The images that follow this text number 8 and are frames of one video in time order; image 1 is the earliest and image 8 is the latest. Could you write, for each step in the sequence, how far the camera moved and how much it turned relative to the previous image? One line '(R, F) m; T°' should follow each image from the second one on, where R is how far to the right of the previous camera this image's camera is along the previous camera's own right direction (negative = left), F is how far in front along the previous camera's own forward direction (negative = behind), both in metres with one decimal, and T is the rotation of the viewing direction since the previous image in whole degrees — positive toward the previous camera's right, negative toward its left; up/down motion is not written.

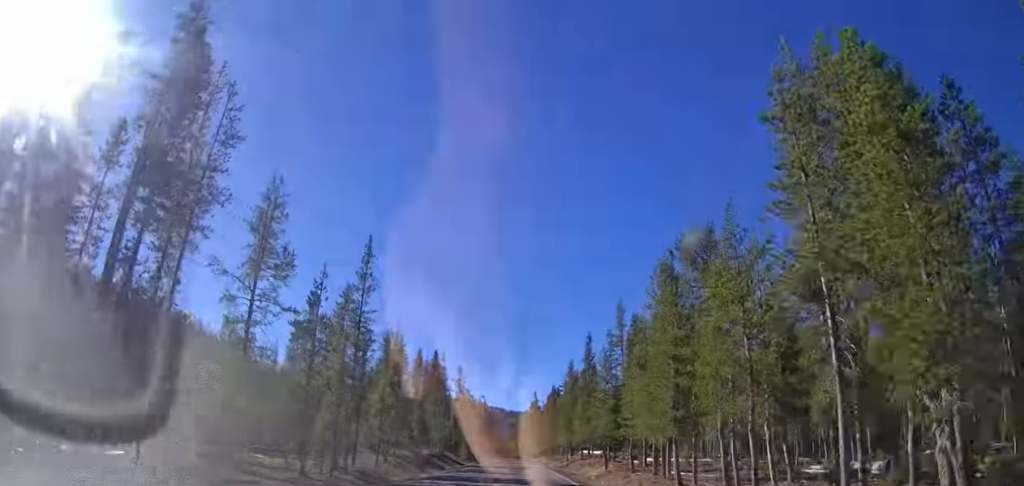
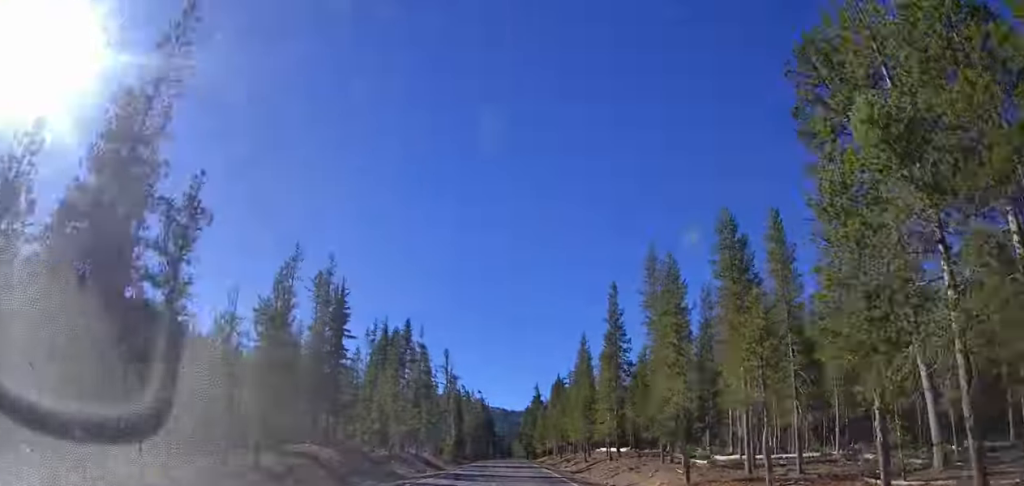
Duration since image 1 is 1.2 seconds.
(-0.4, +22.5) m; +1°
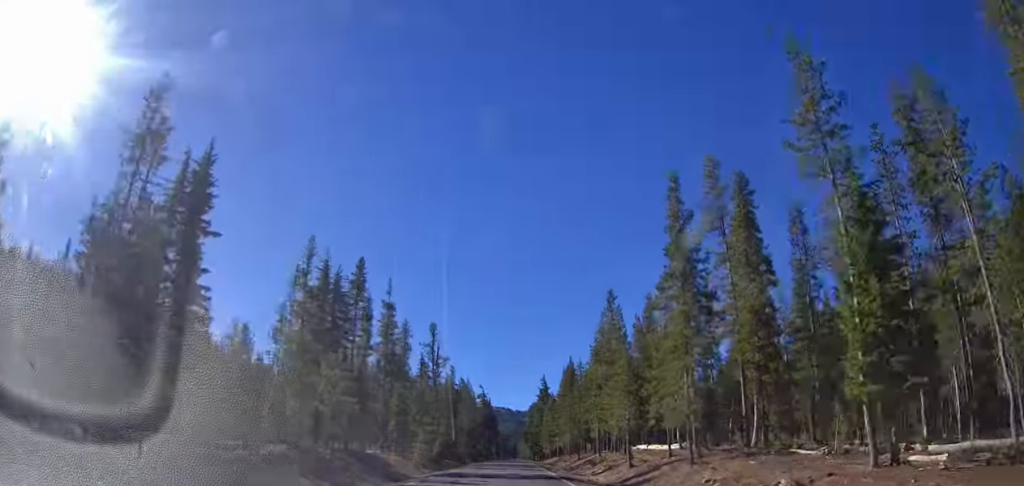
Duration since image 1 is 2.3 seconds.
(+0.5, +22.5) m; -1°
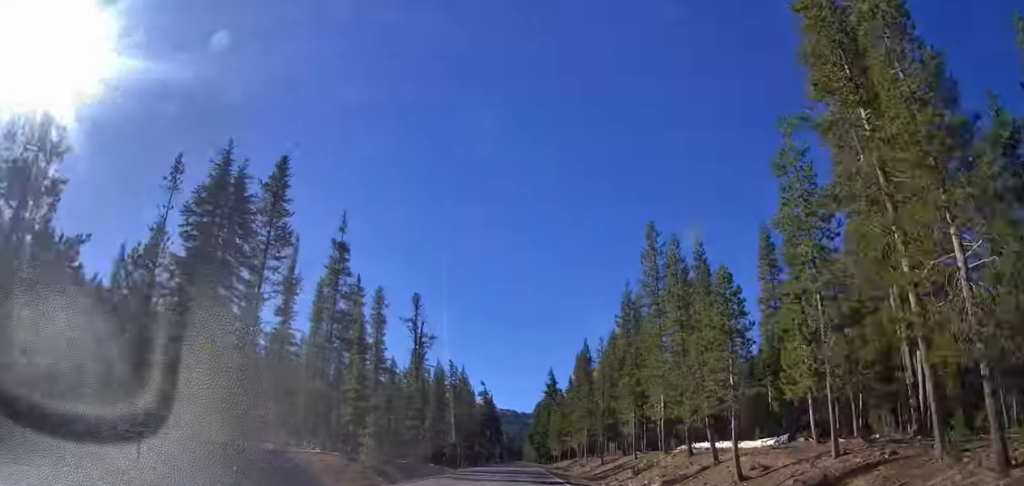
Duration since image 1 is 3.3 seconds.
(-0.9, +17.9) m; -1°
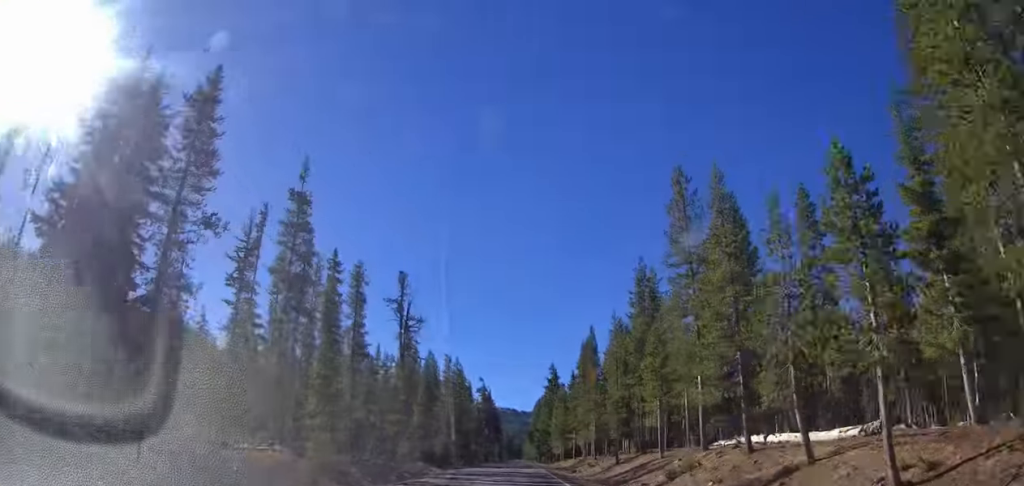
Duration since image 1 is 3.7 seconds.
(+0.3, +8.4) m; 0°
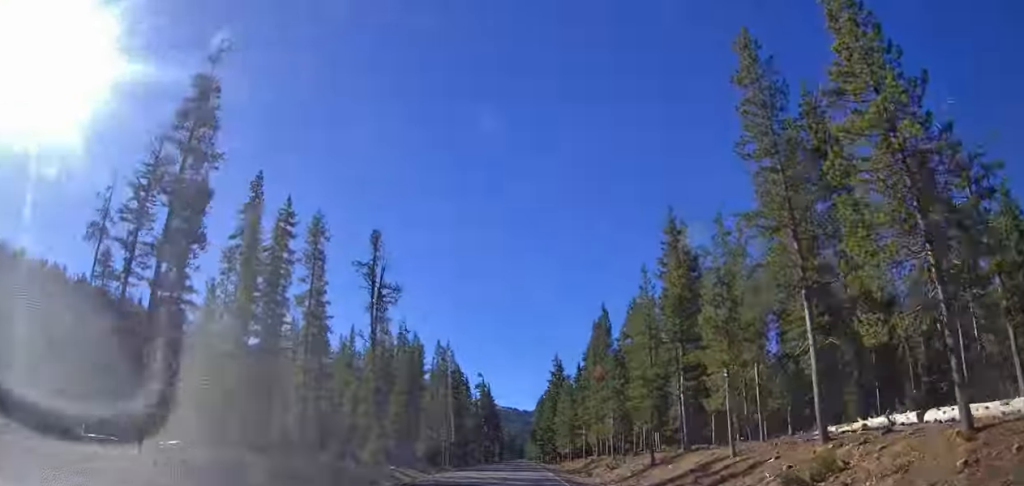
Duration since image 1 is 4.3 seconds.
(+0.3, +12.3) m; 0°
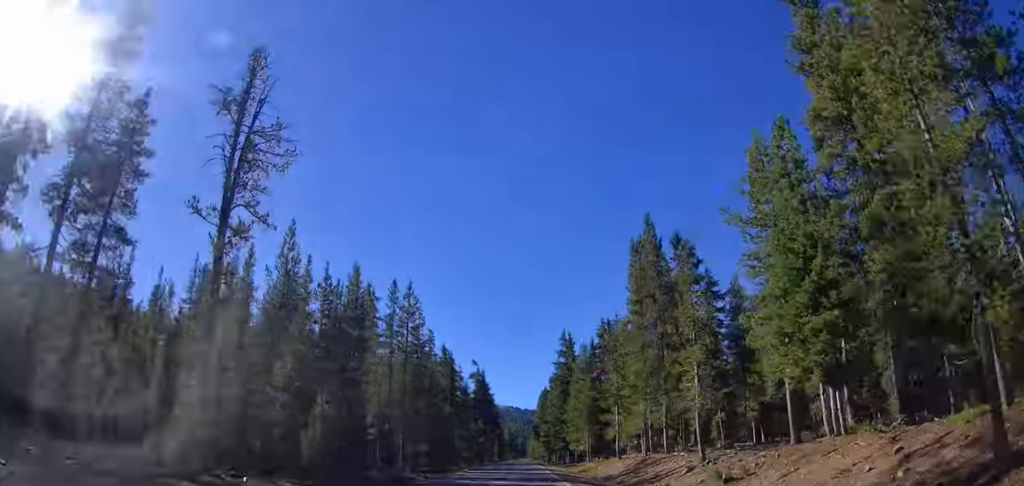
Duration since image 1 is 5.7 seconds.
(-0.4, +26.6) m; 0°
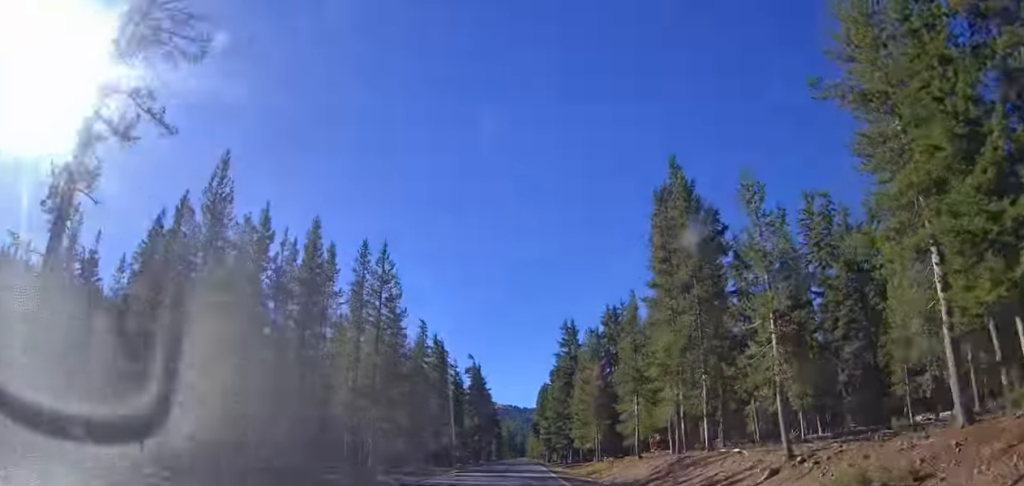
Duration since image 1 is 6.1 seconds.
(+0.4, +9.4) m; 0°
